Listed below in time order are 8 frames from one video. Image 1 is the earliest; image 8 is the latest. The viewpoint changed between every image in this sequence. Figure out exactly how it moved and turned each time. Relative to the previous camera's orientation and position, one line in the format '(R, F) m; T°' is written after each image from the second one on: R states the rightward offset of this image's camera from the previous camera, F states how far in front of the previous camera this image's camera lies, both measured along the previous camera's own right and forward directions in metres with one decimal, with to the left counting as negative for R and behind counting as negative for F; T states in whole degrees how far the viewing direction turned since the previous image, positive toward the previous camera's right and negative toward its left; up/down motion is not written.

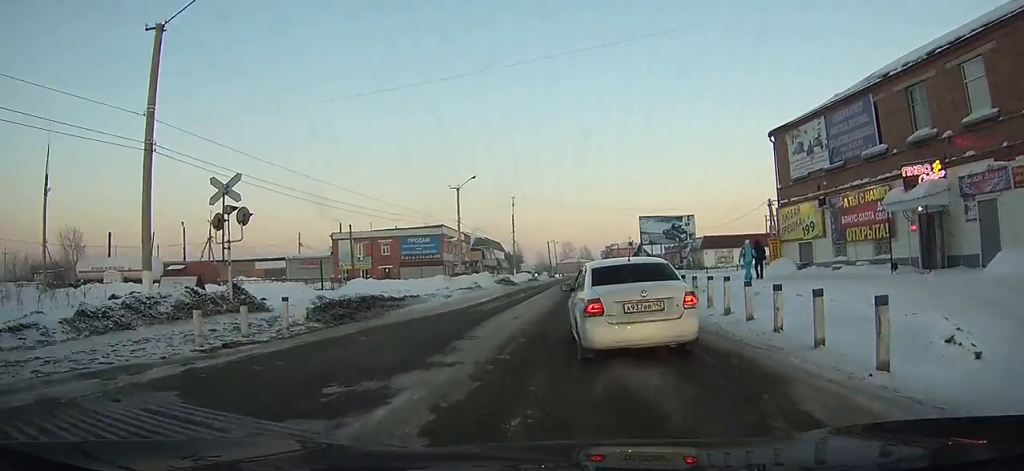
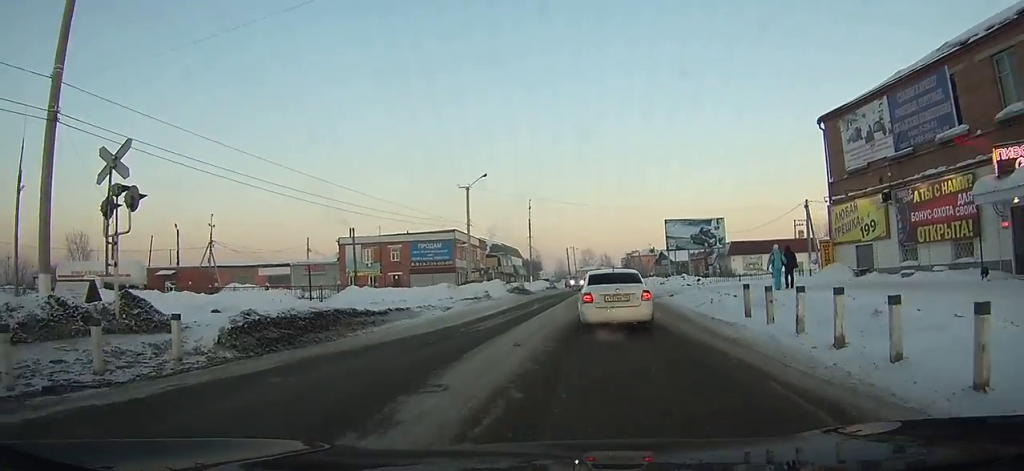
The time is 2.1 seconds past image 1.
(+0.3, +6.4) m; +3°
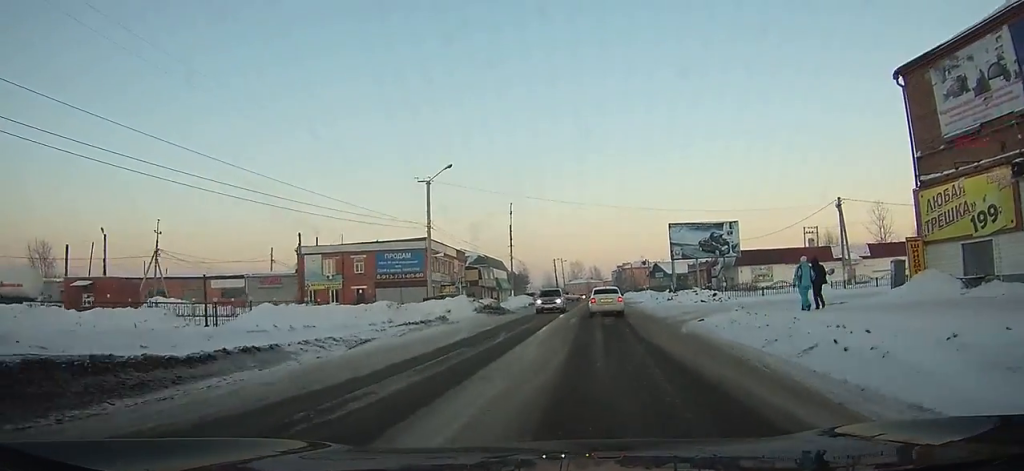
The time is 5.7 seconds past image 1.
(+0.3, +12.9) m; +3°
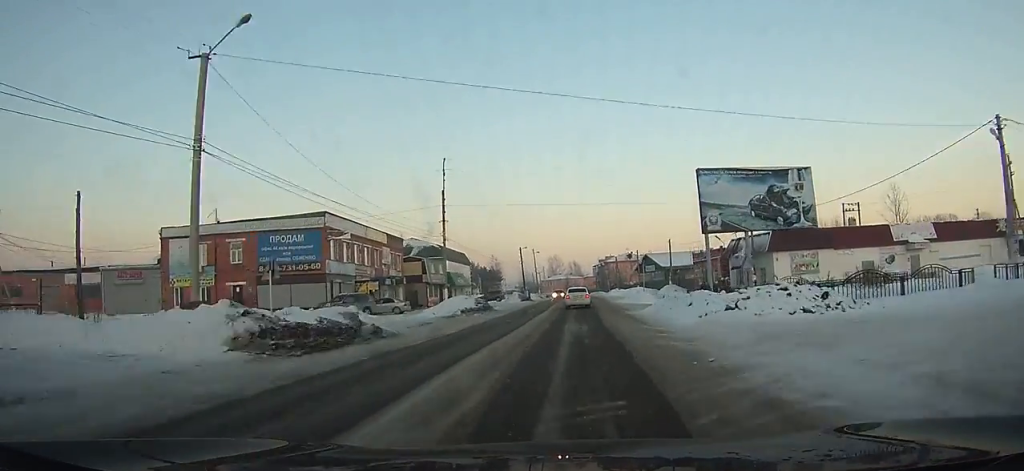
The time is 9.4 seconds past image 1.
(+0.1, +21.9) m; -1°
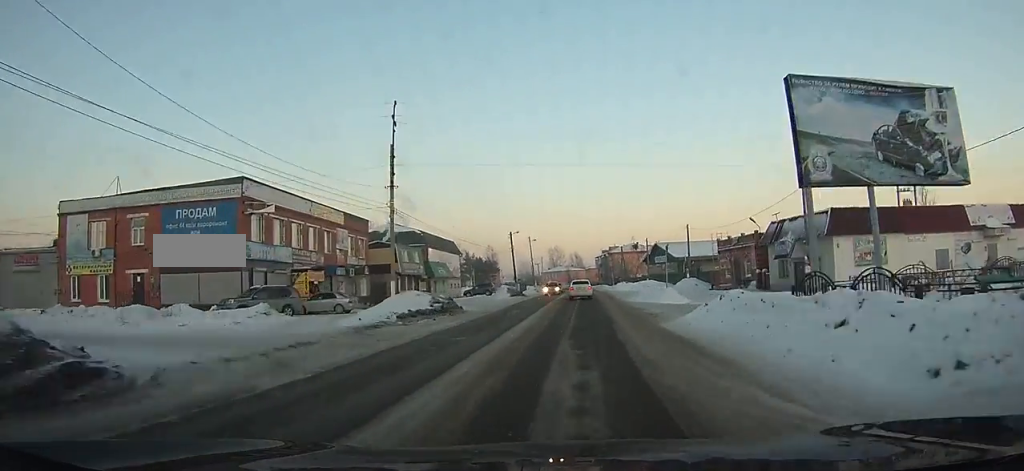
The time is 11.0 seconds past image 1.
(-0.2, +12.7) m; 0°
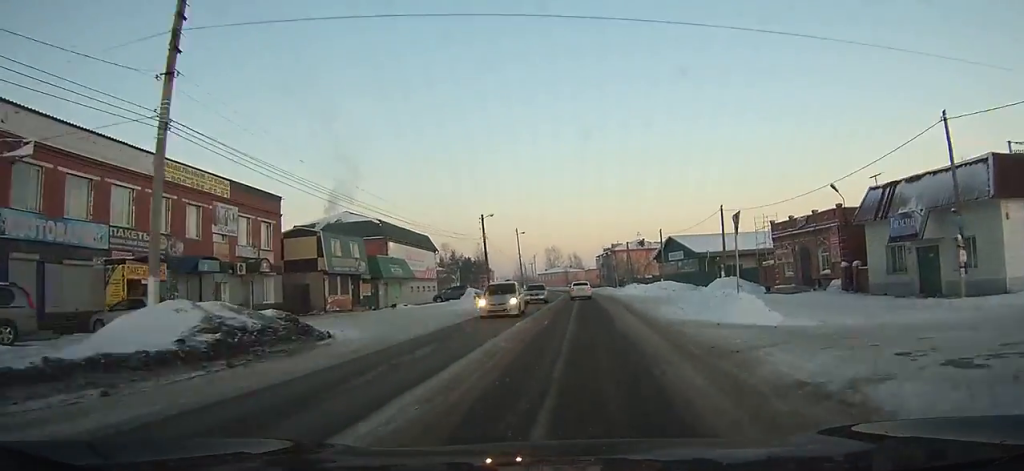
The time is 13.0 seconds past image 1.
(-0.1, +18.7) m; 0°
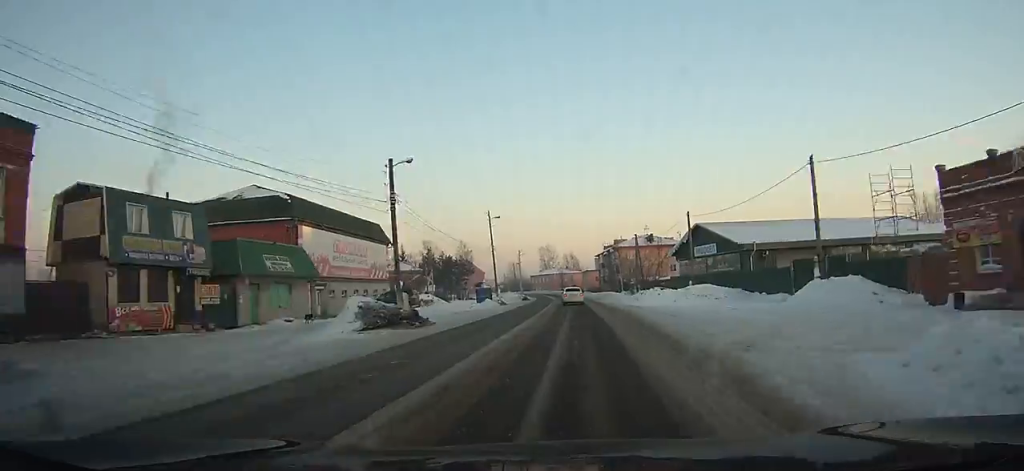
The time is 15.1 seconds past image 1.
(0.0, +22.1) m; 0°
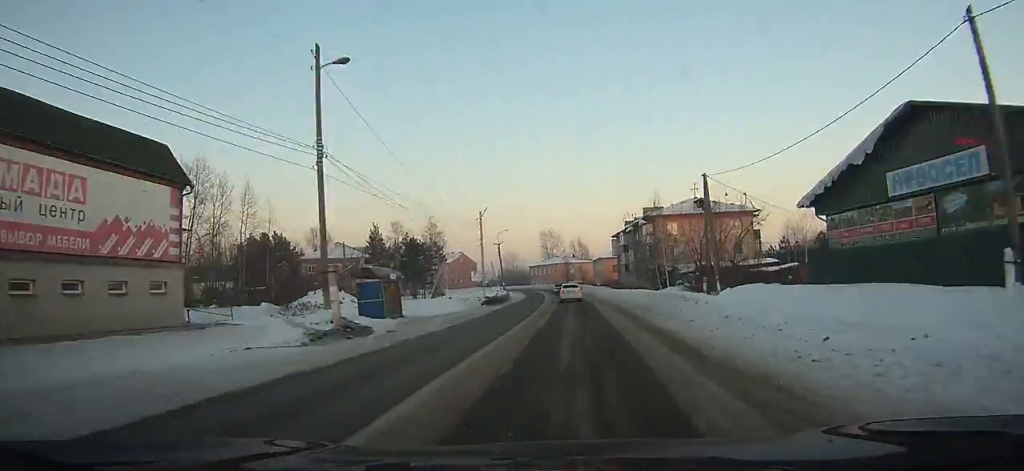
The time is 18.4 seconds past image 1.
(-0.4, +40.6) m; -1°
